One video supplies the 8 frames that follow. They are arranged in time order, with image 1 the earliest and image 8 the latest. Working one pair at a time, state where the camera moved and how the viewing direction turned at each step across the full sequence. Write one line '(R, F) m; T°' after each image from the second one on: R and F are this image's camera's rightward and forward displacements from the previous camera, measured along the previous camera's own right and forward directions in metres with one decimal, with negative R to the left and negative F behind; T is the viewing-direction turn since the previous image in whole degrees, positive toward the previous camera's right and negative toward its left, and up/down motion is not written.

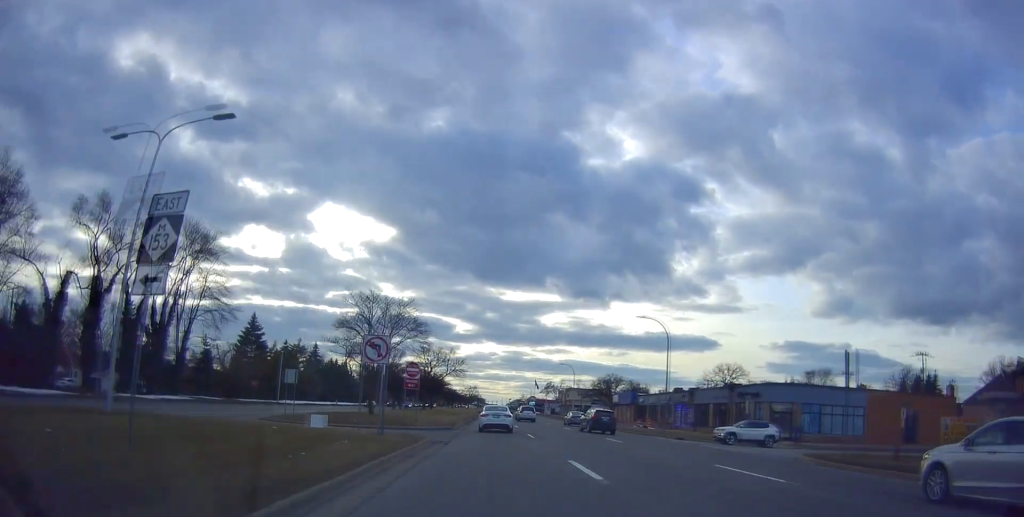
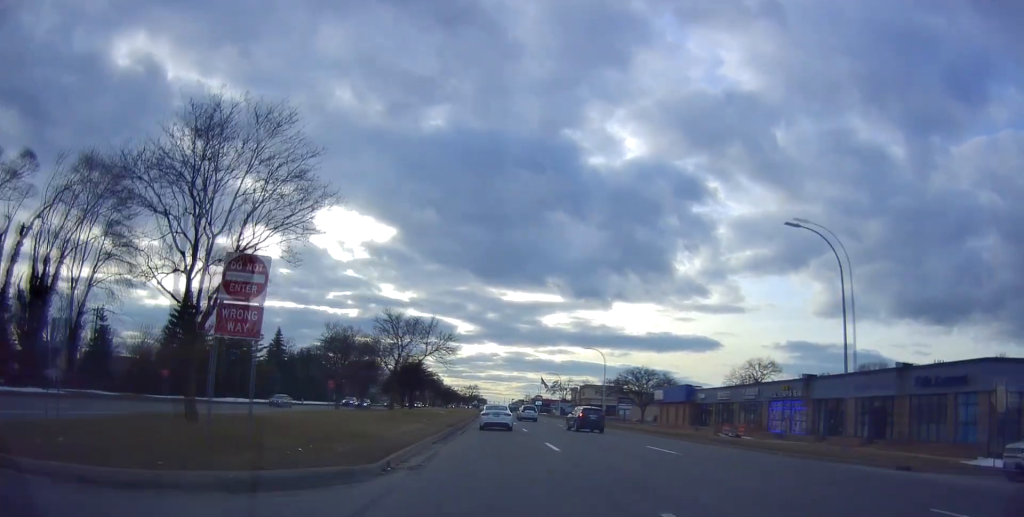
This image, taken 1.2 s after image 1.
(+0.4, +24.8) m; 0°
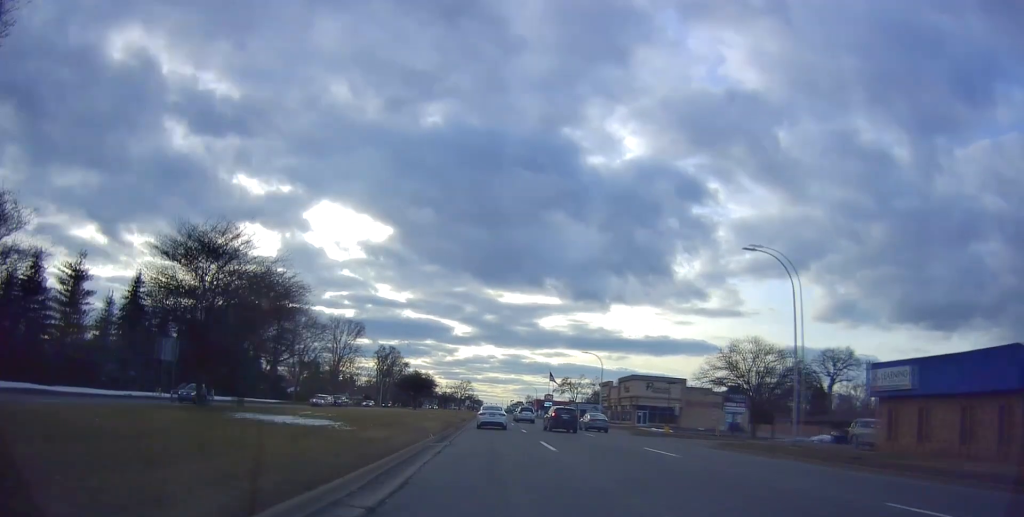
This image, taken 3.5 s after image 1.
(-0.9, +47.5) m; 0°
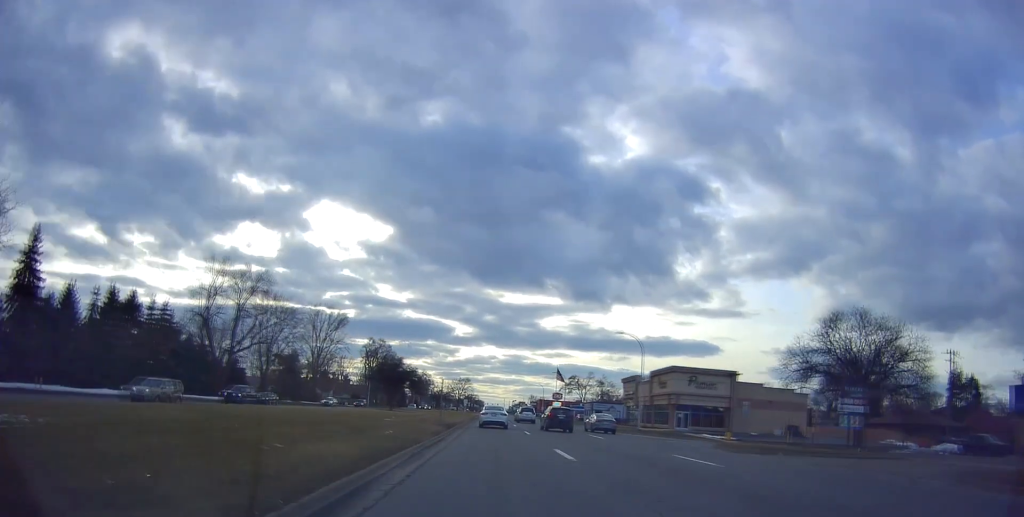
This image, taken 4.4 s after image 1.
(+0.4, +19.5) m; 0°
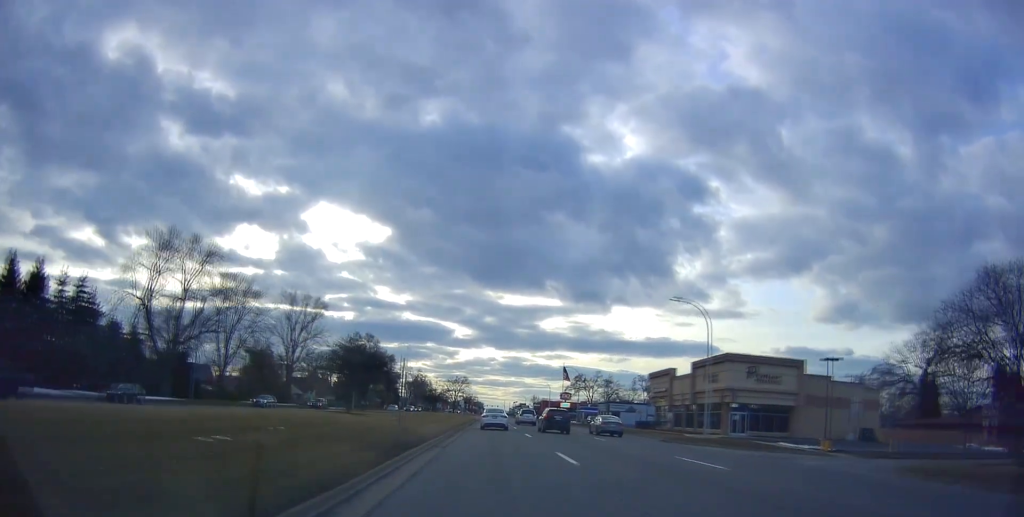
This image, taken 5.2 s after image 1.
(-0.4, +17.5) m; 0°
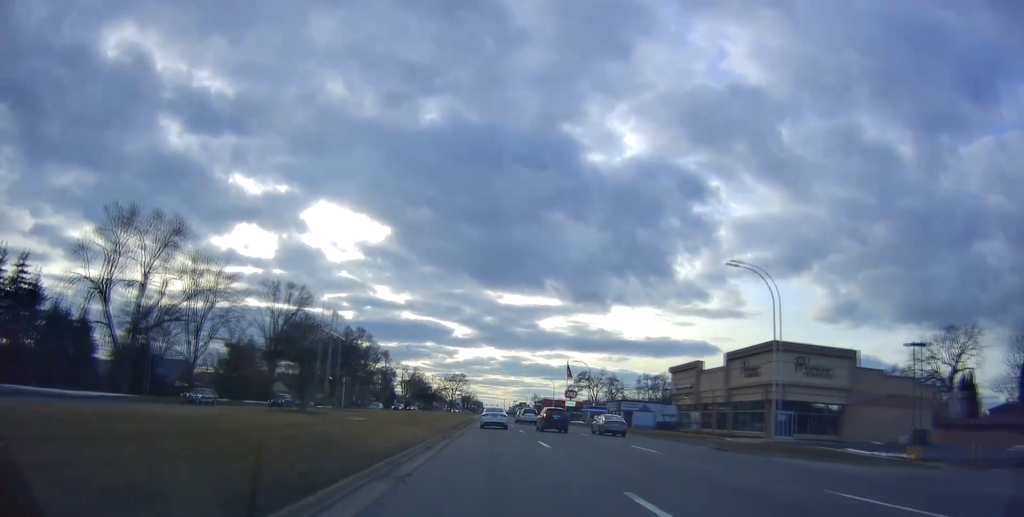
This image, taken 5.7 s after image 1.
(+0.2, +9.8) m; +1°
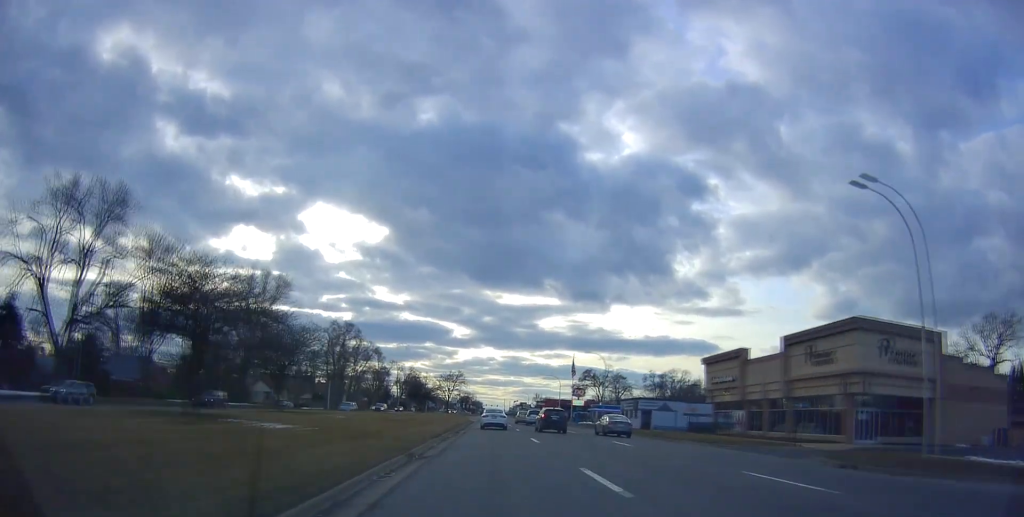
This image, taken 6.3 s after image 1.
(+0.2, +11.9) m; +1°
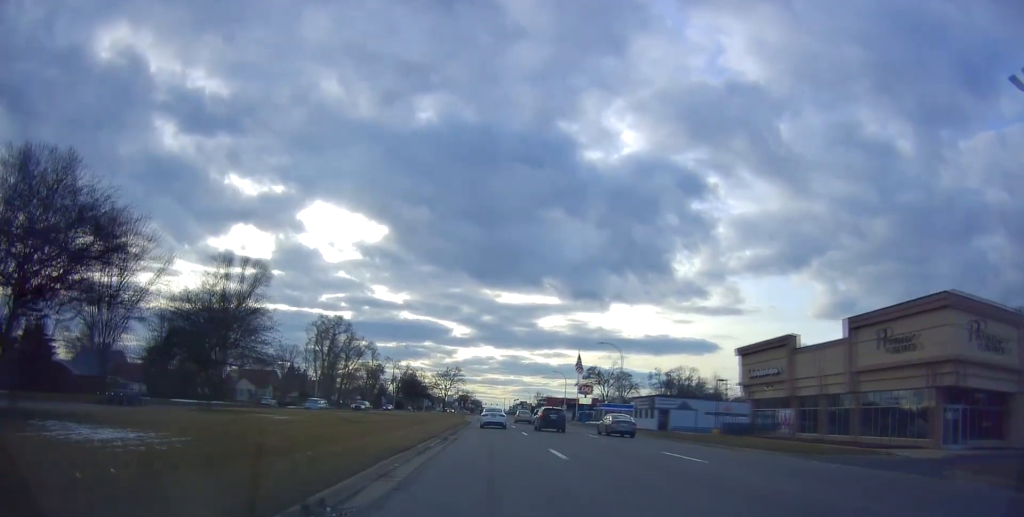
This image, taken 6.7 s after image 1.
(0.0, +9.2) m; -1°
